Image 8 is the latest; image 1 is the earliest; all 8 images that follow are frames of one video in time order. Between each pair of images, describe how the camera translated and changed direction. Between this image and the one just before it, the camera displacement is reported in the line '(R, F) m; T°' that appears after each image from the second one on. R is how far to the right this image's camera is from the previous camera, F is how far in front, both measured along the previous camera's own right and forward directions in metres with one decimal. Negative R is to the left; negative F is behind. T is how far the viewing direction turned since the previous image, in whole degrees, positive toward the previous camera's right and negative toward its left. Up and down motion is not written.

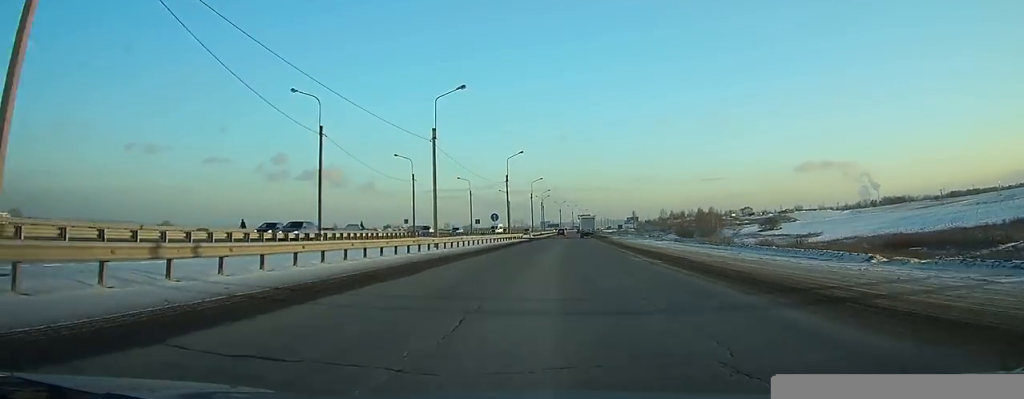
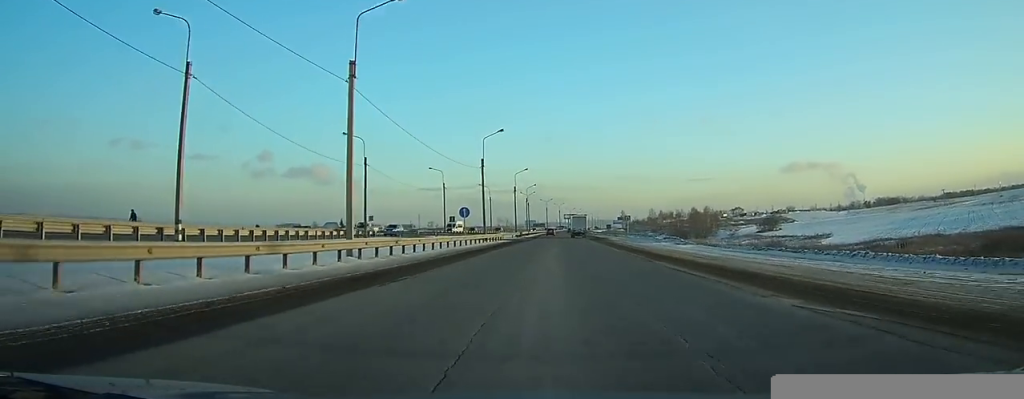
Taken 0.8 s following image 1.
(+0.1, +15.0) m; +1°
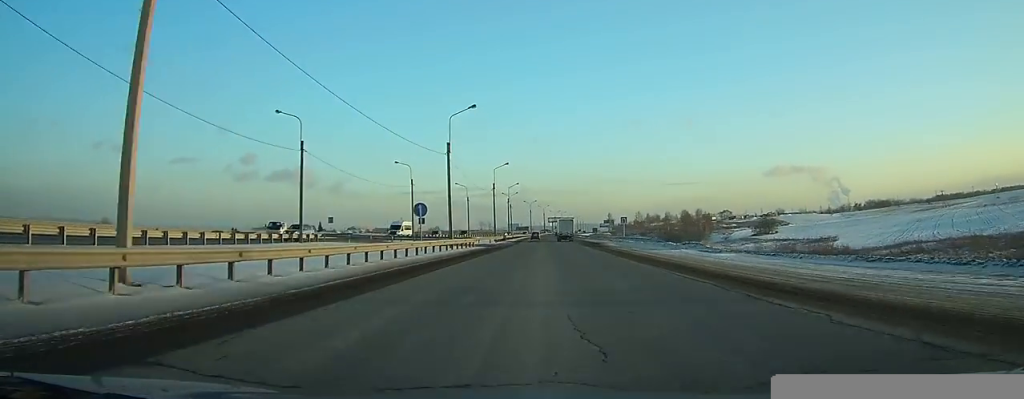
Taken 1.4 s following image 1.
(+0.1, +12.5) m; +1°
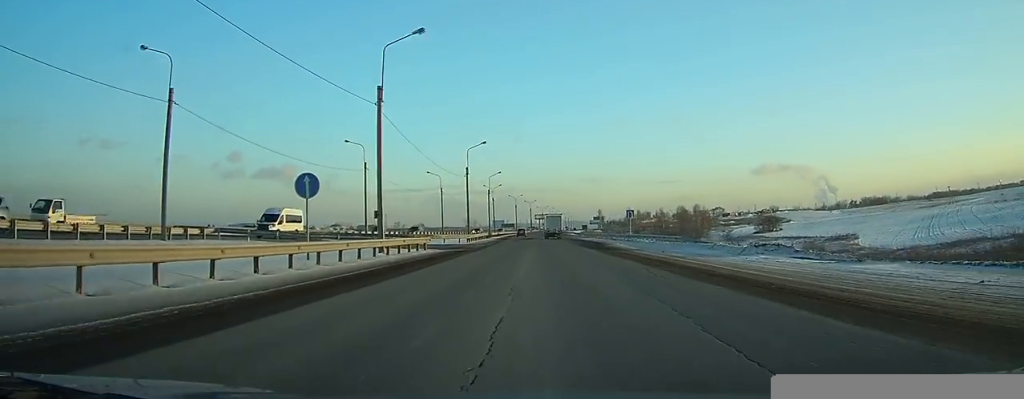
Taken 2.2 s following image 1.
(+0.3, +16.5) m; +2°
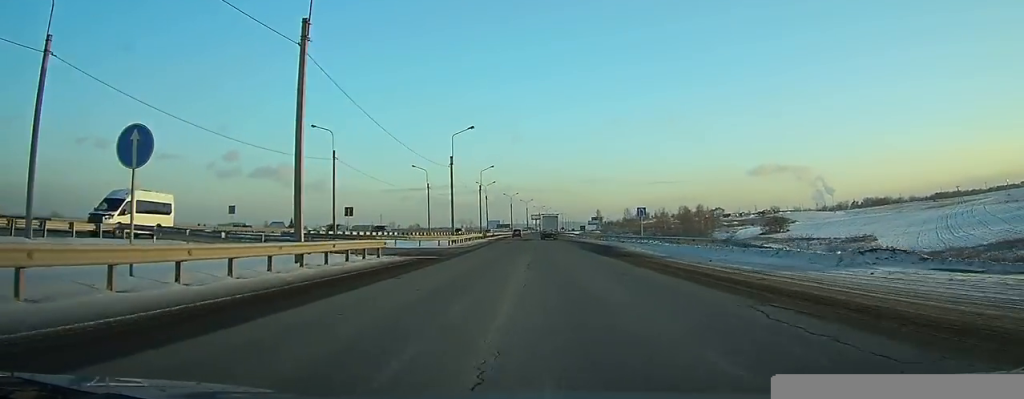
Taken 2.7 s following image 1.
(+0.1, +9.2) m; +1°
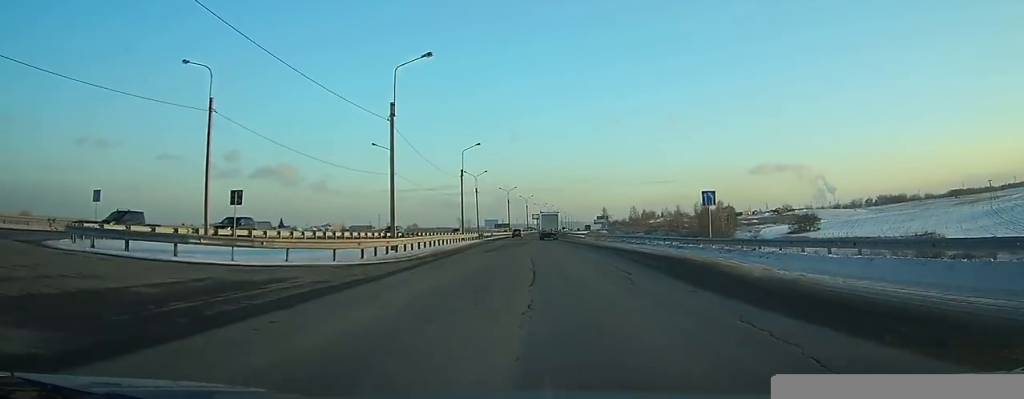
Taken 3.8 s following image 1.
(+0.4, +22.5) m; +2°
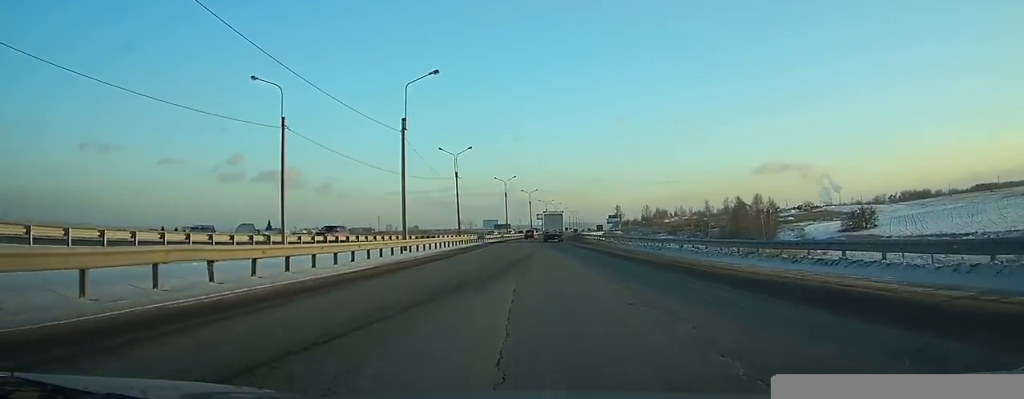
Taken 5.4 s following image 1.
(+0.3, +30.6) m; +1°
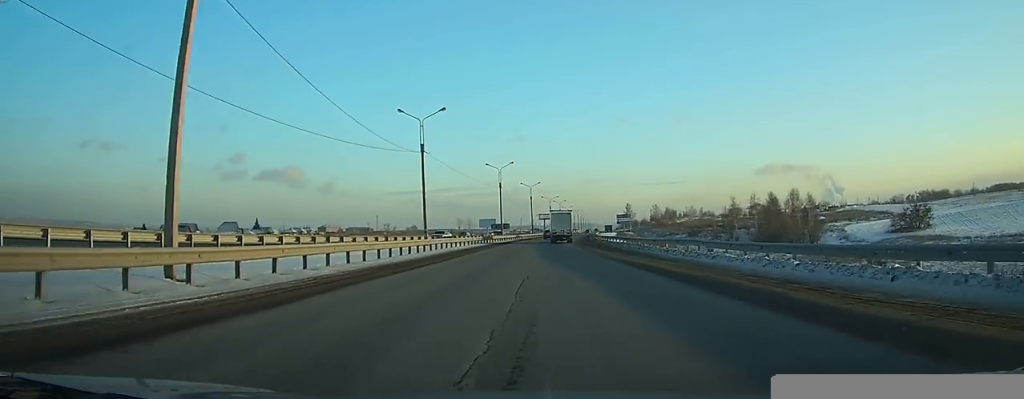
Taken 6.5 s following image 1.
(-0.1, +23.3) m; 0°
